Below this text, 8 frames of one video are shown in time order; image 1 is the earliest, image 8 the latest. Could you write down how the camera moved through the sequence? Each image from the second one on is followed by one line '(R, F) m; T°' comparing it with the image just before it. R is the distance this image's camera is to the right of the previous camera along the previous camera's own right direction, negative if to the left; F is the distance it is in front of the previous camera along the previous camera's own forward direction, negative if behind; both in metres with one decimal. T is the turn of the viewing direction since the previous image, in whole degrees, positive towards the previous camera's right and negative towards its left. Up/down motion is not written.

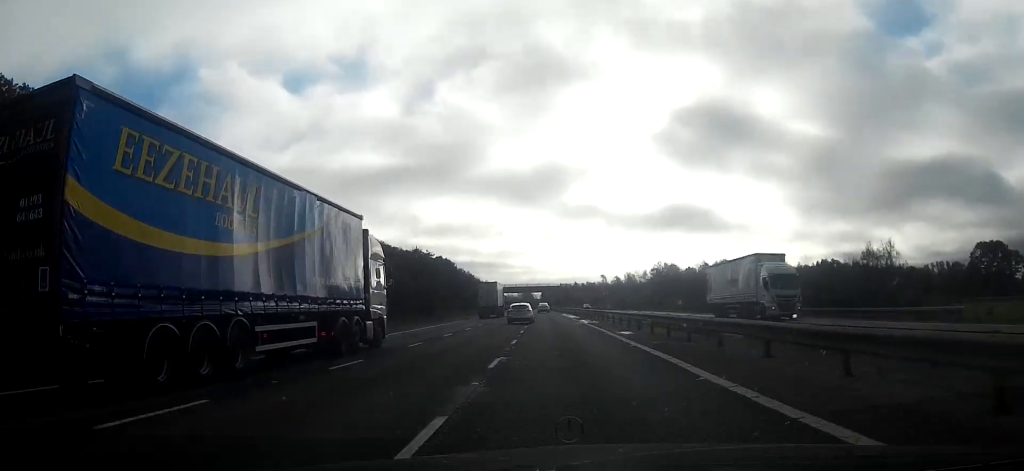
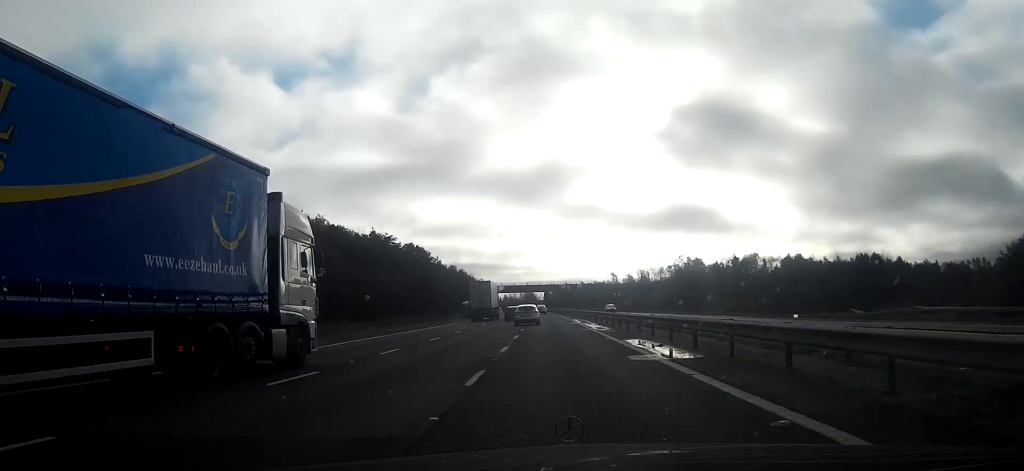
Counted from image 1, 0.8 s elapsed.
(-0.2, +26.8) m; 0°
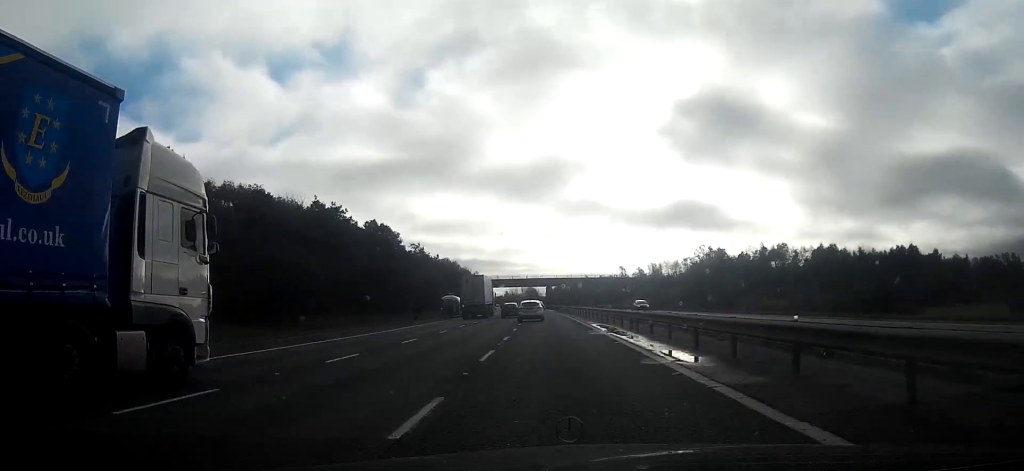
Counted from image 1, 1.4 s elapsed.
(0.0, +19.9) m; 0°
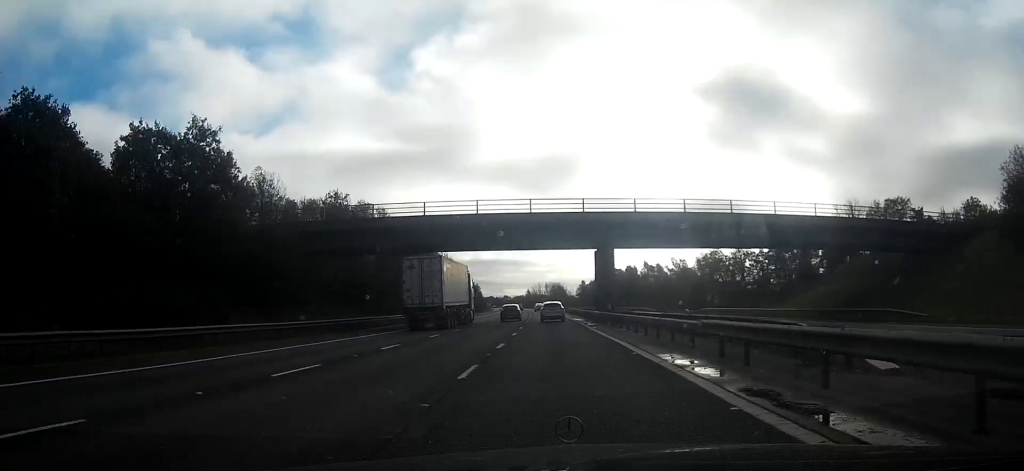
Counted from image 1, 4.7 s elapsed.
(-2.1, +105.6) m; -2°
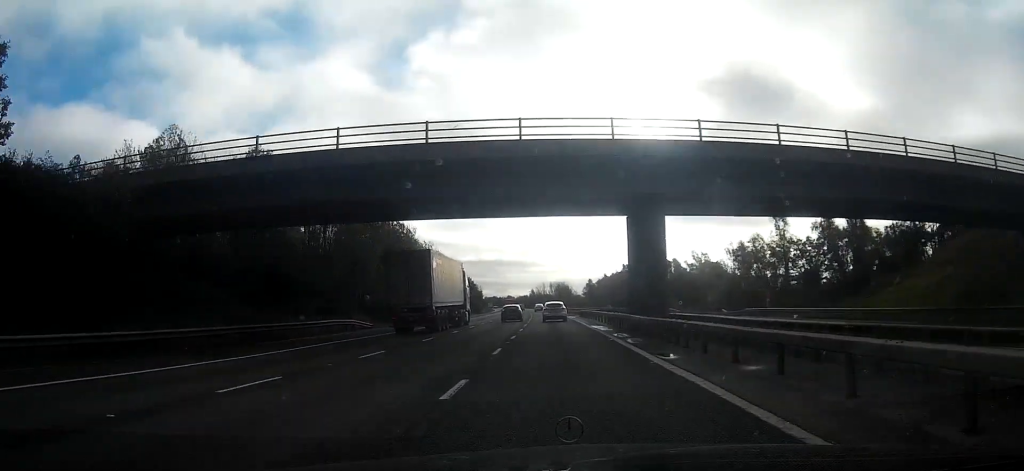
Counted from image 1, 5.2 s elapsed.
(+0.1, +18.0) m; 0°
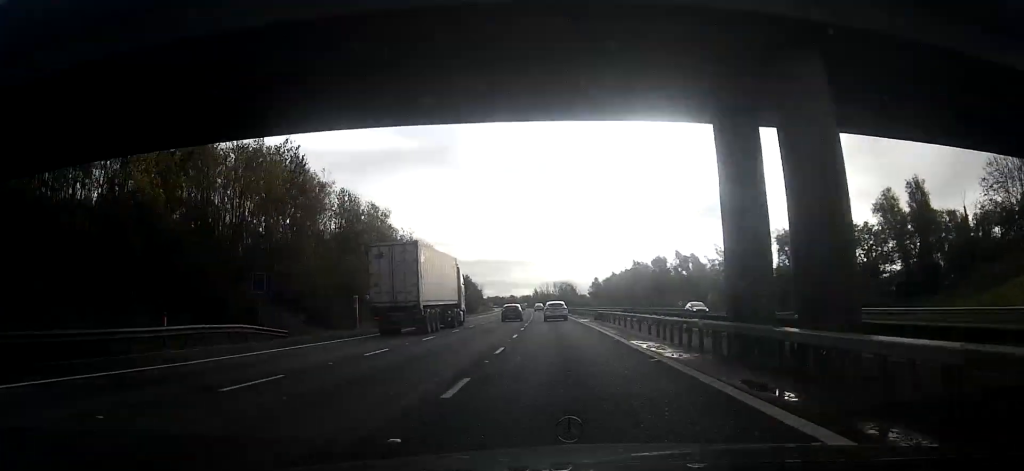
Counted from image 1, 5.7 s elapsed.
(+0.2, +15.8) m; 0°
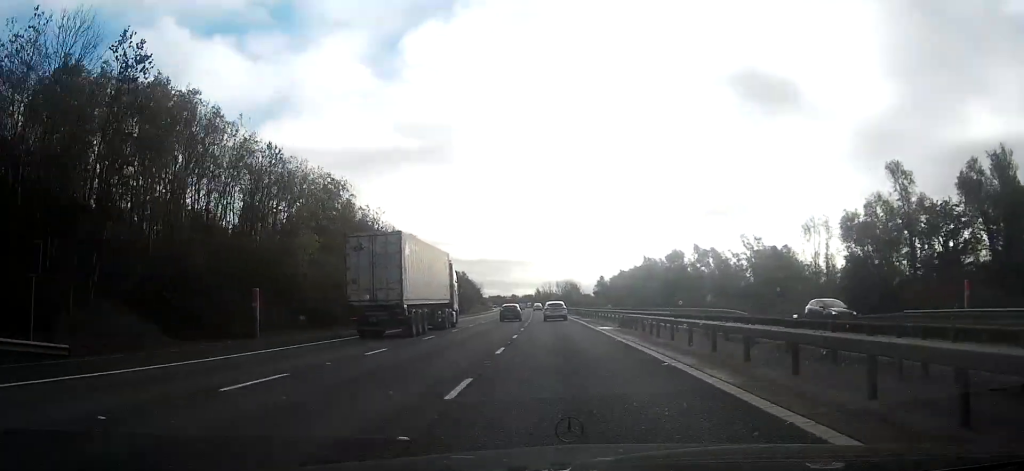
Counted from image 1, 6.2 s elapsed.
(-0.2, +15.7) m; -1°
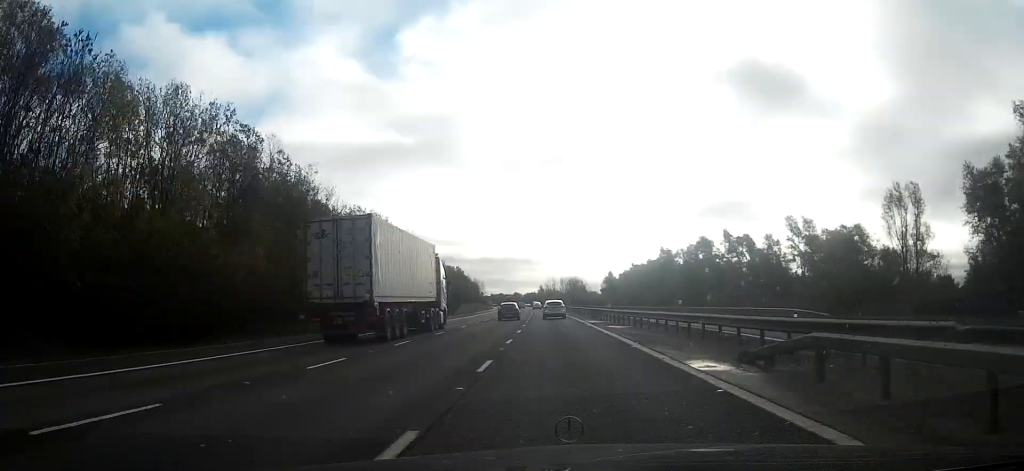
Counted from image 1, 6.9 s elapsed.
(-0.1, +19.9) m; -1°
